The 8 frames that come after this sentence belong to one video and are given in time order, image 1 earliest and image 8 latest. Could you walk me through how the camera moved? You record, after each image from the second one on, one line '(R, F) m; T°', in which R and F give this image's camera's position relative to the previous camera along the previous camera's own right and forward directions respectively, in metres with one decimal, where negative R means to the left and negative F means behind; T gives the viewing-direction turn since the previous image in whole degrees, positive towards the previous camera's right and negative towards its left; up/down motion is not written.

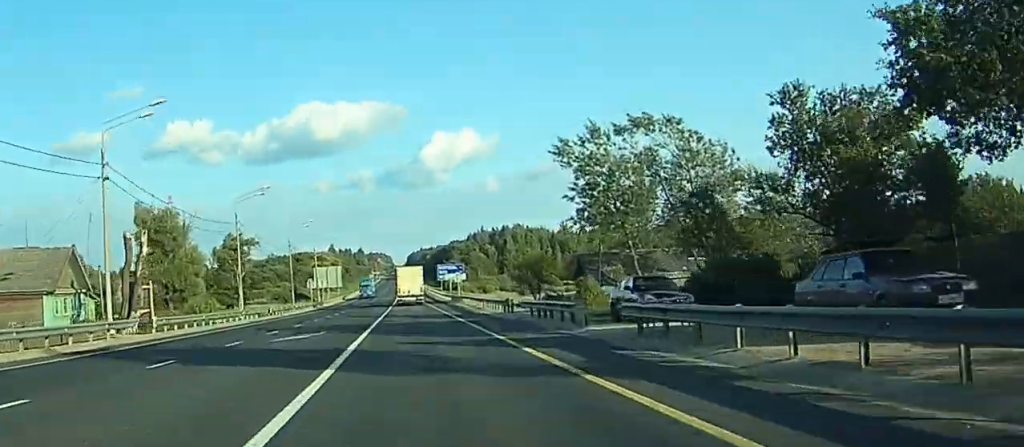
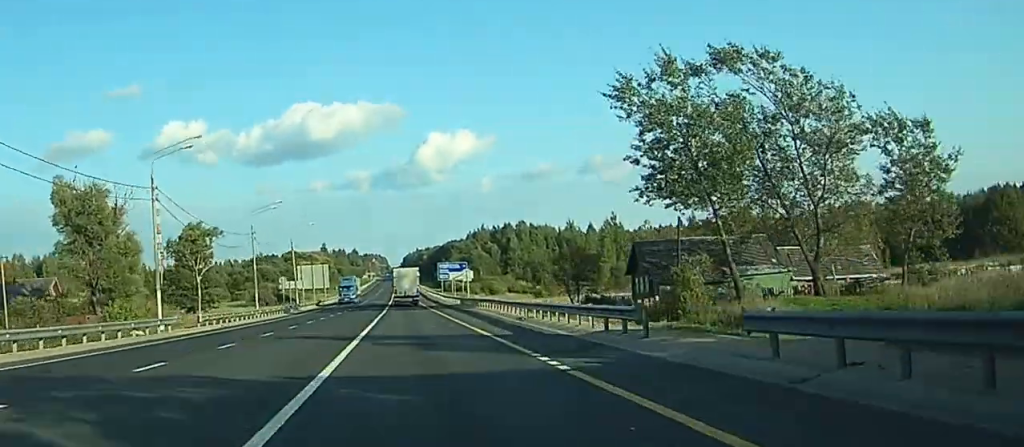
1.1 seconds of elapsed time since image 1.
(0.0, +23.9) m; 0°
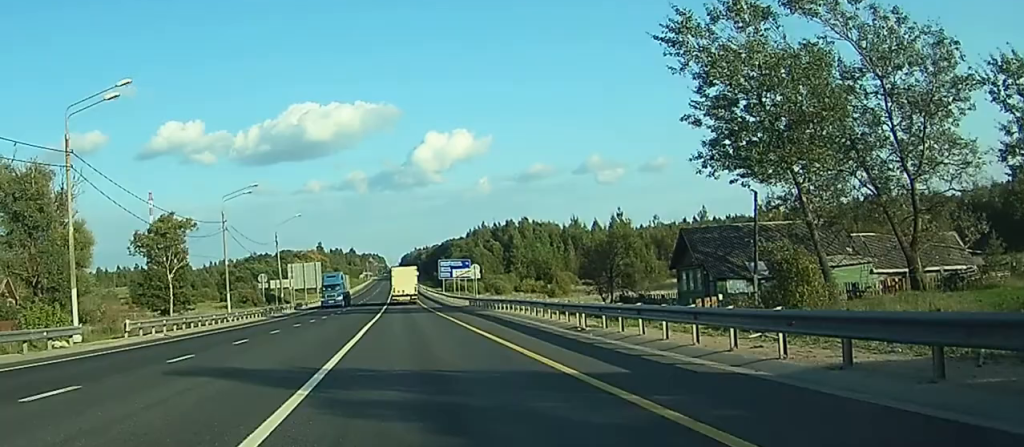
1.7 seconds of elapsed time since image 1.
(0.0, +12.7) m; 0°
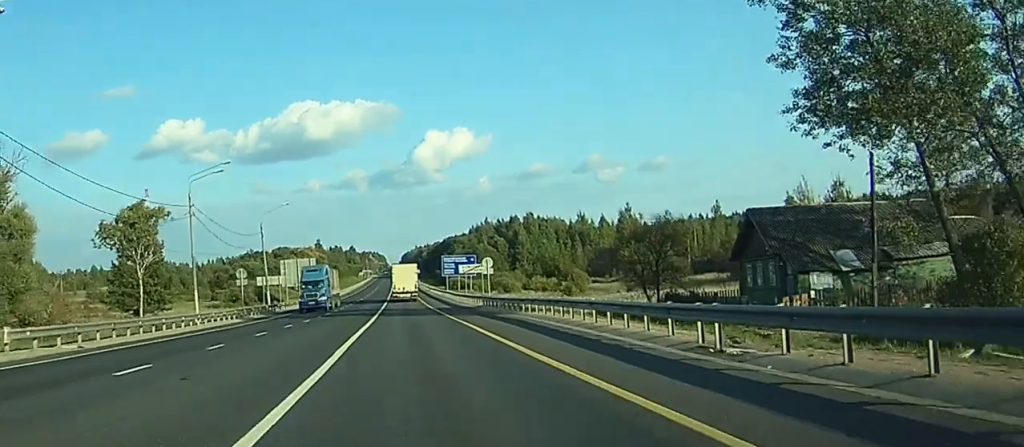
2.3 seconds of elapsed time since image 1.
(0.0, +11.3) m; 0°
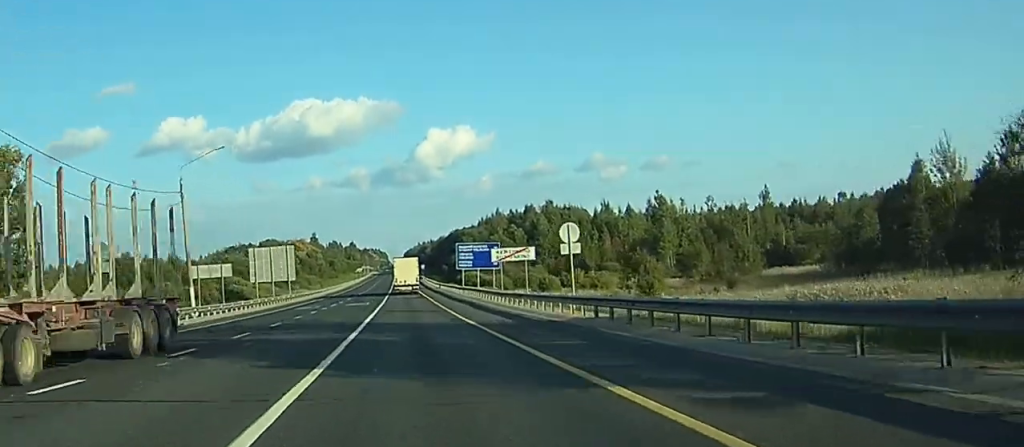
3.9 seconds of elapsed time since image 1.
(0.0, +34.5) m; 0°
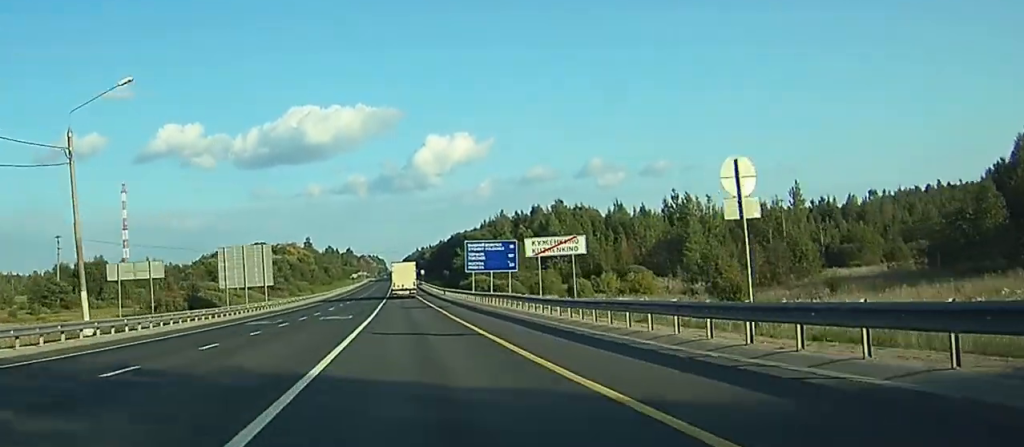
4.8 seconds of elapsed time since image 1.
(0.0, +19.5) m; 0°
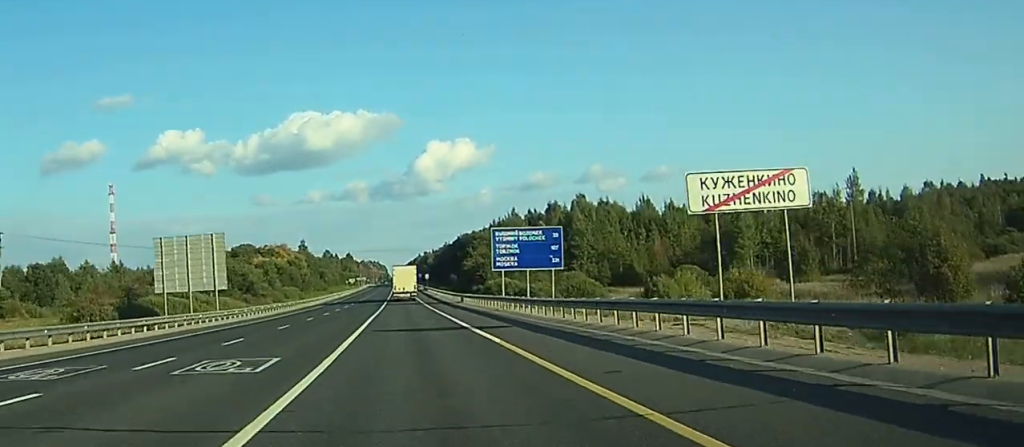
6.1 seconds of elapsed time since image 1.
(+1.5, +26.9) m; +3°
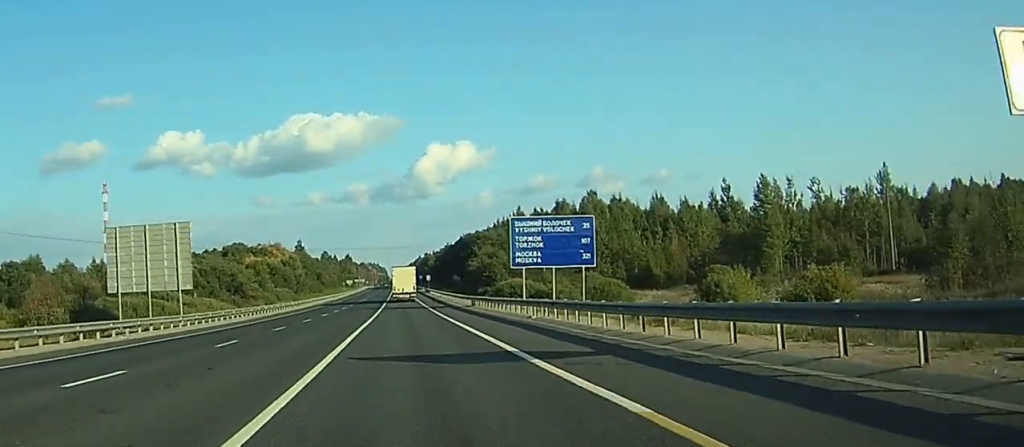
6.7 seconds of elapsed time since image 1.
(+1.8, +11.6) m; -3°
